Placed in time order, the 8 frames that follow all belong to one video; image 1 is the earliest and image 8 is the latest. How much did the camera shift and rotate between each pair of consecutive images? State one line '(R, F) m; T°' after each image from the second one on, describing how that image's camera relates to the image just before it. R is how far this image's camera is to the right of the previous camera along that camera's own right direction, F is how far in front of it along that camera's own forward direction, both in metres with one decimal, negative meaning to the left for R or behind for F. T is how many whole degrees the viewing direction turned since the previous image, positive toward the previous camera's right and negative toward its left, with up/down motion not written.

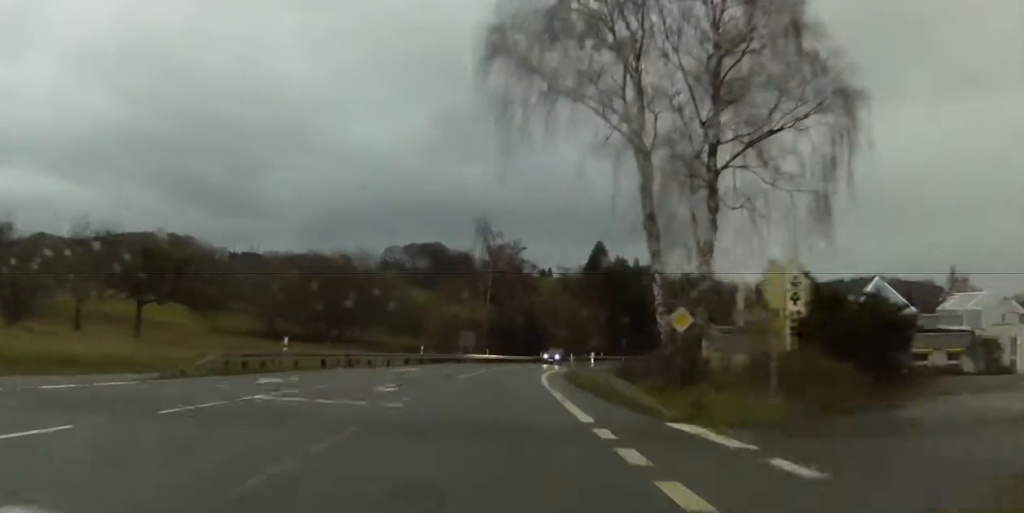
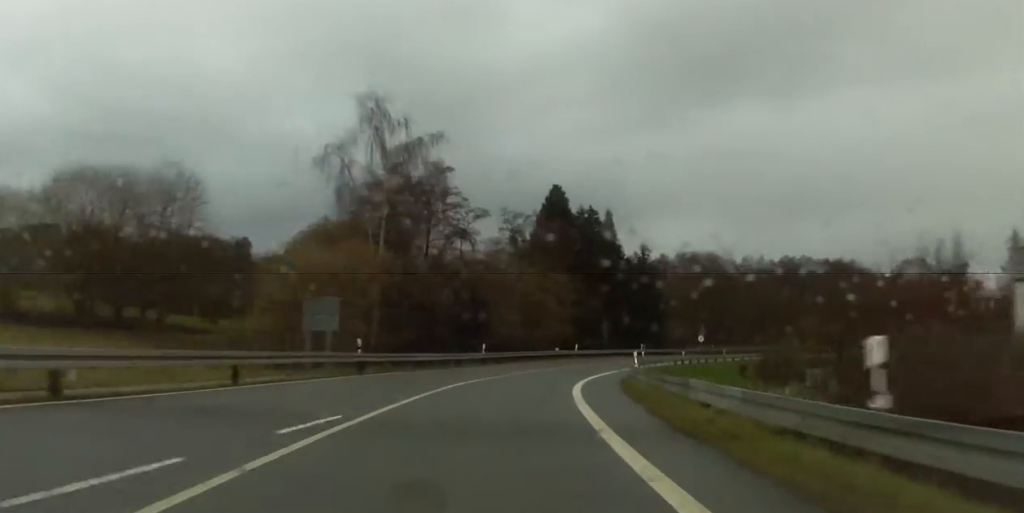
(+1.0, +52.6) m; +2°
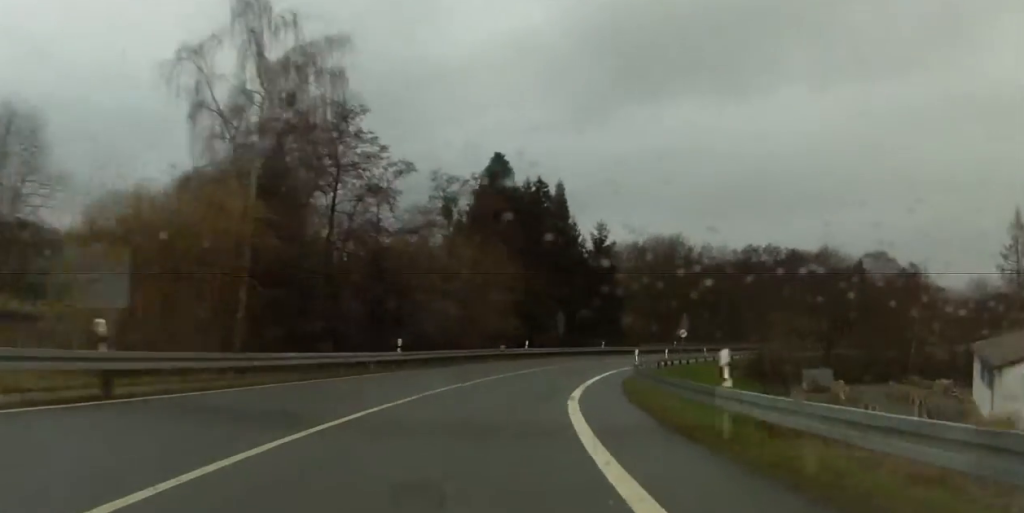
(-0.1, +18.0) m; +1°
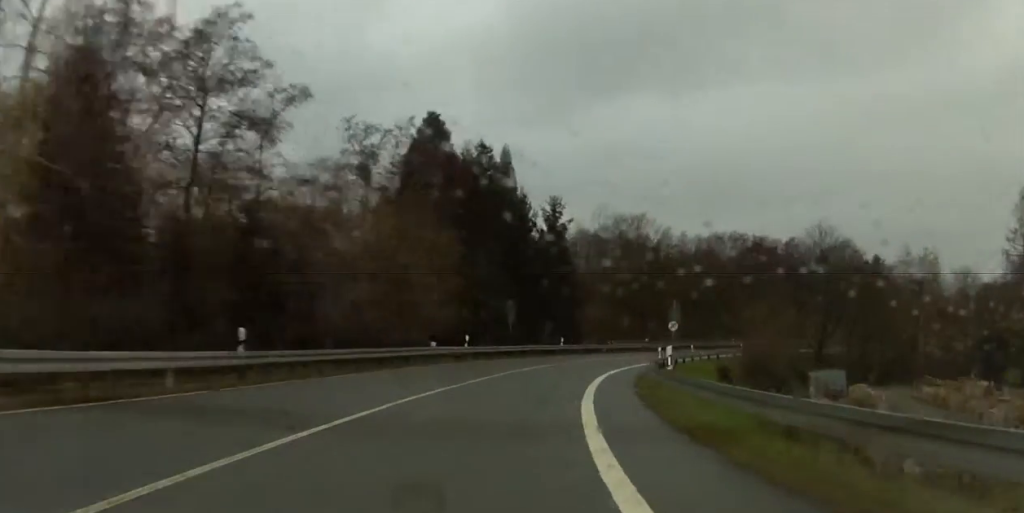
(+0.7, +18.9) m; +1°
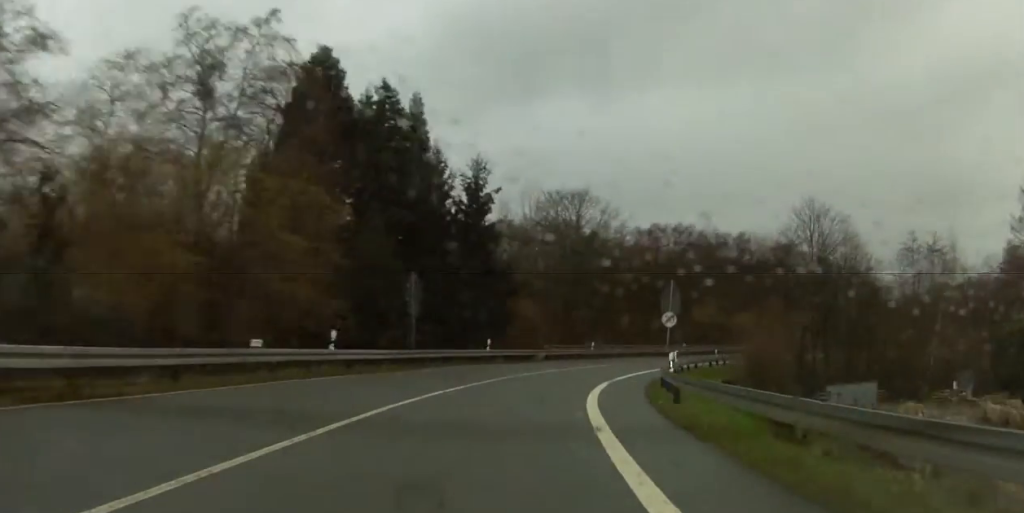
(+0.4, +22.6) m; +3°
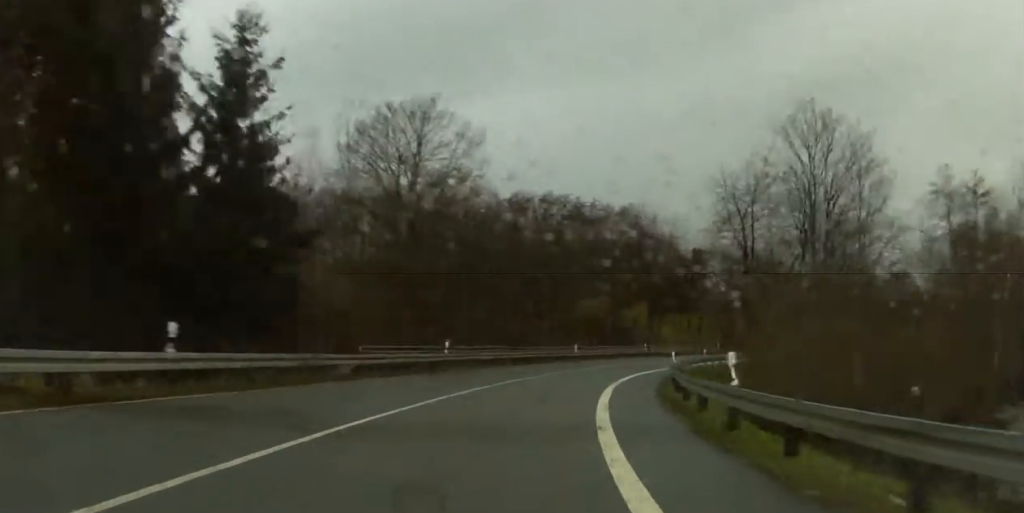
(-1.8, +36.5) m; +16°
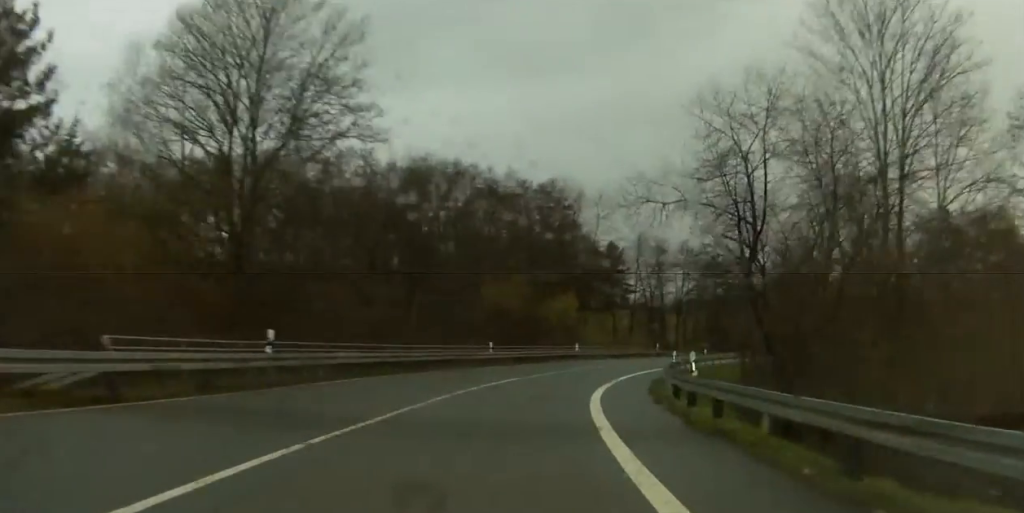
(+4.7, +17.7) m; +9°
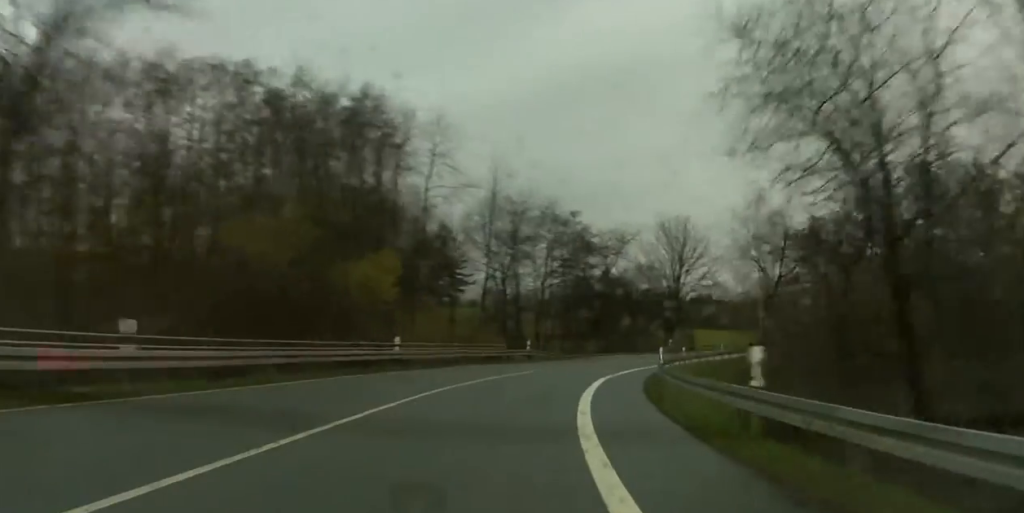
(+9.3, +36.3) m; +15°
